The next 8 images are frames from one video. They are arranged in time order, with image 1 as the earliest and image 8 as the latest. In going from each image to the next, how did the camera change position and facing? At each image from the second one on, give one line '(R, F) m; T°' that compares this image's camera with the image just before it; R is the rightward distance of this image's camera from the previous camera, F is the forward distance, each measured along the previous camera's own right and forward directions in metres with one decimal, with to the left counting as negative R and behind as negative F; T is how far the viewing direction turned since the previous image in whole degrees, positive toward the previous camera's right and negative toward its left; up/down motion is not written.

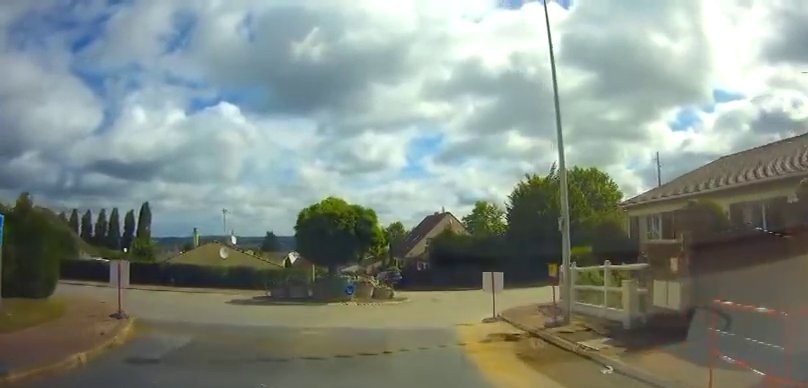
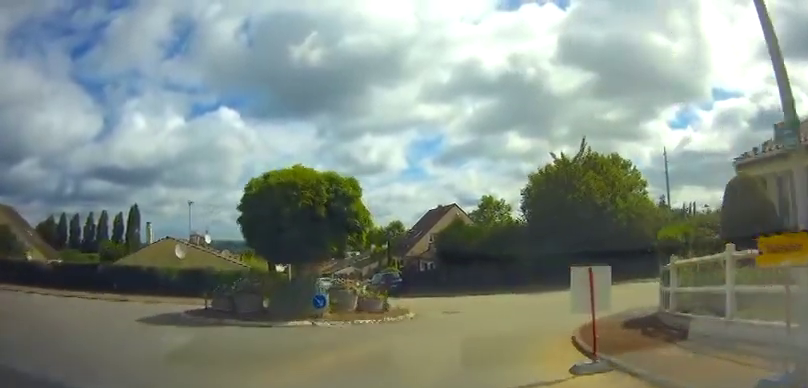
(-0.1, +7.6) m; +6°
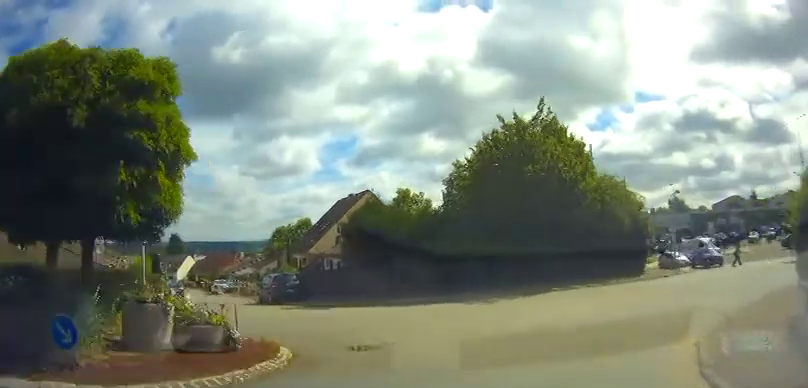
(+1.0, +8.5) m; +20°
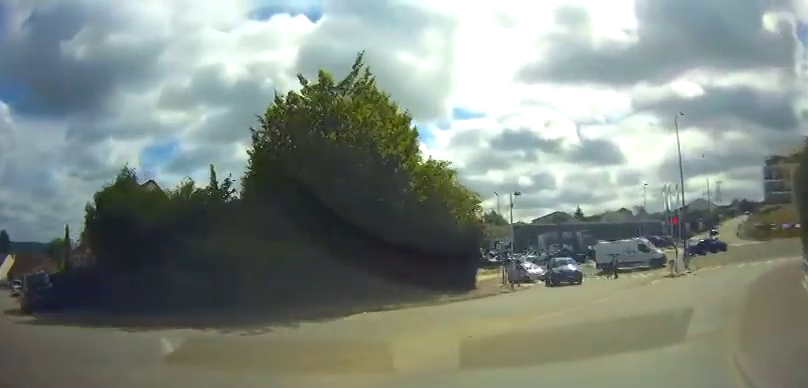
(+1.2, +6.5) m; +22°
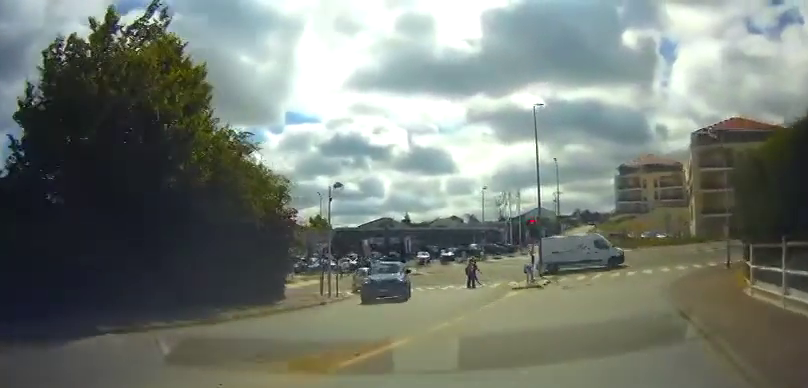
(+0.8, +5.0) m; +14°
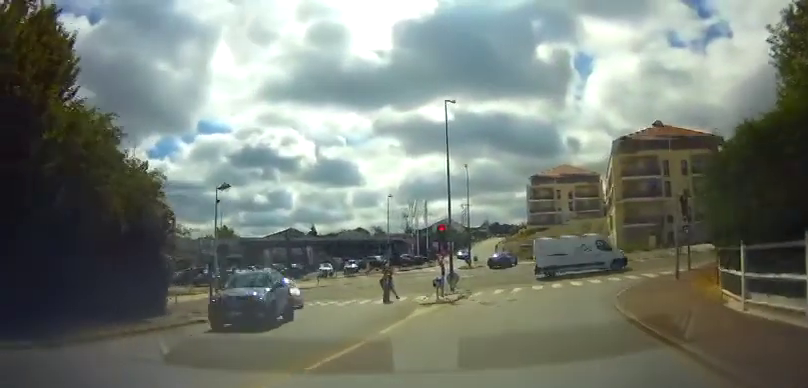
(+0.3, +3.1) m; +4°
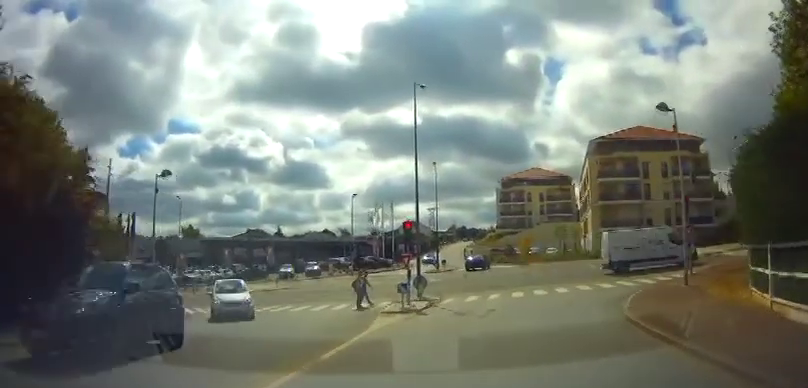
(+0.1, +3.1) m; +4°
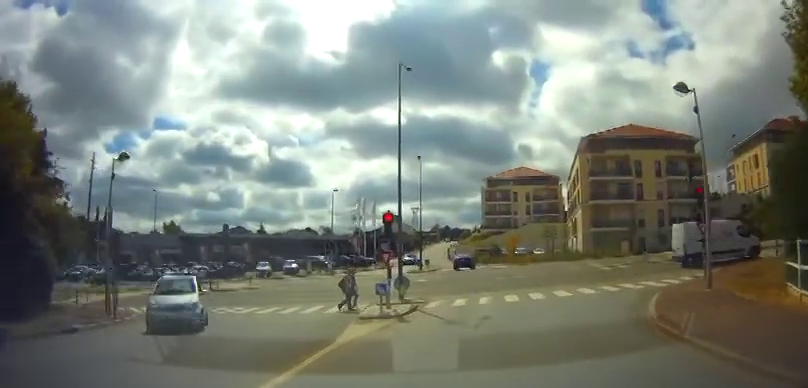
(+0.1, +2.2) m; +2°
